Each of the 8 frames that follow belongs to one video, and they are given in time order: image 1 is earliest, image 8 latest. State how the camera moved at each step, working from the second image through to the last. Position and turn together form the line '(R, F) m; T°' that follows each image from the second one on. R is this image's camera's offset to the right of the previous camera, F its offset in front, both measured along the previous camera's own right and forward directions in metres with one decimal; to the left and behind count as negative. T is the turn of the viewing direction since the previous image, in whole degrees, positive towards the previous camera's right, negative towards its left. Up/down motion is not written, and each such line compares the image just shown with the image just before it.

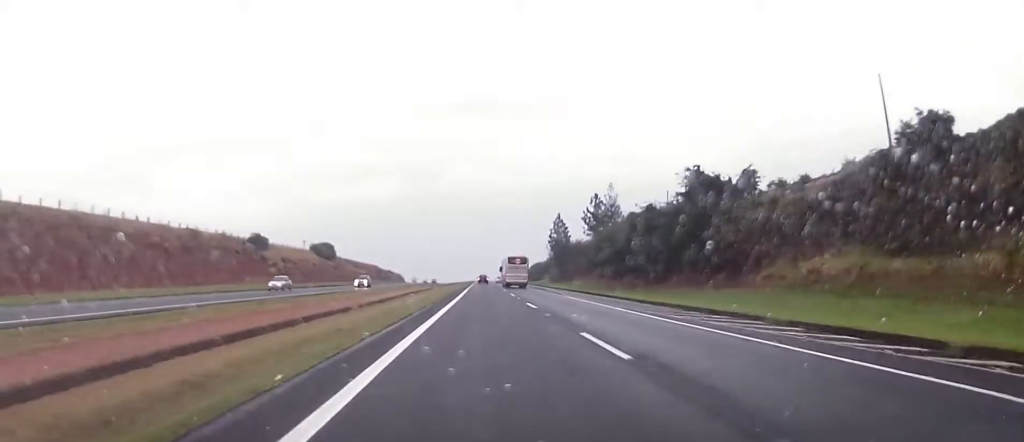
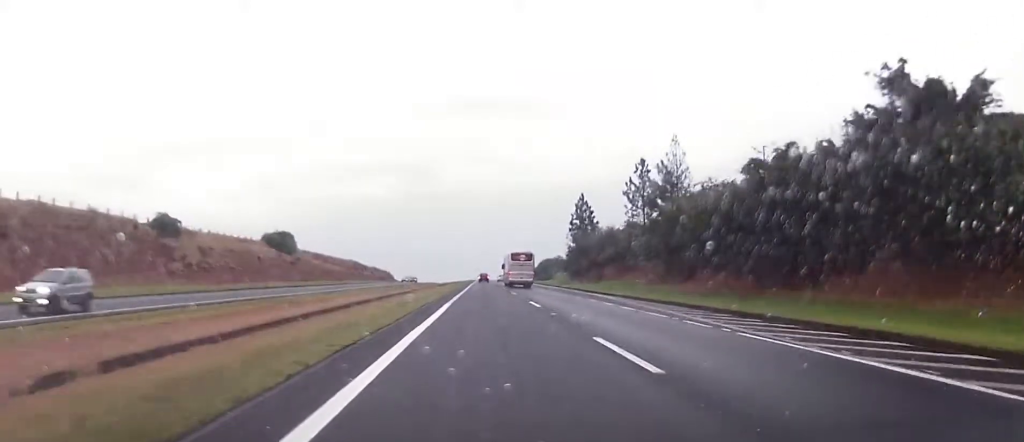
(+0.2, +39.5) m; +1°
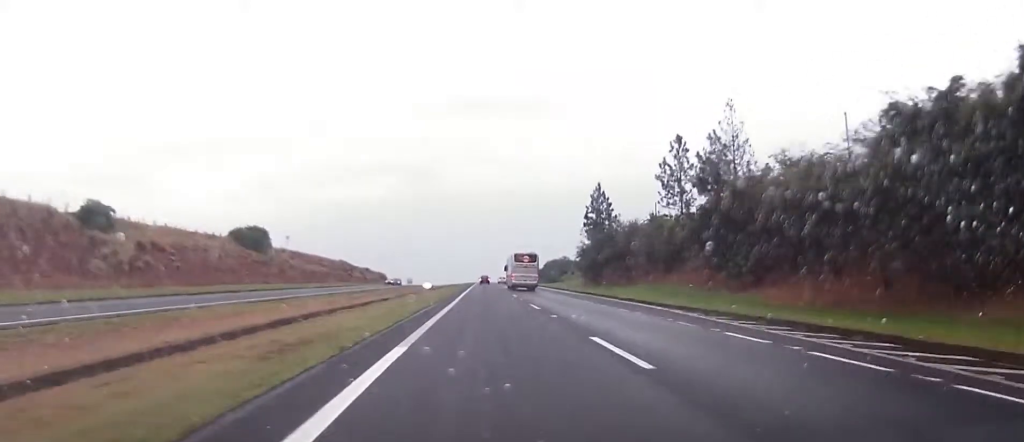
(+0.3, +18.8) m; 0°
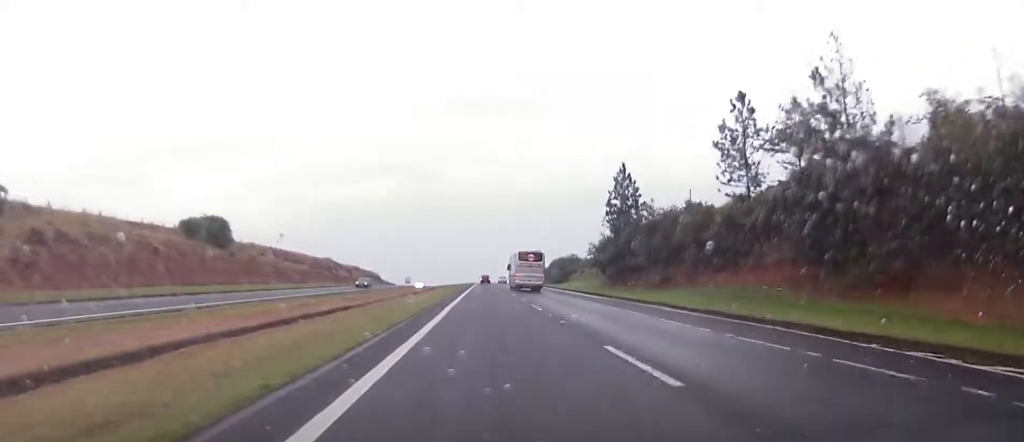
(-0.2, +22.7) m; 0°
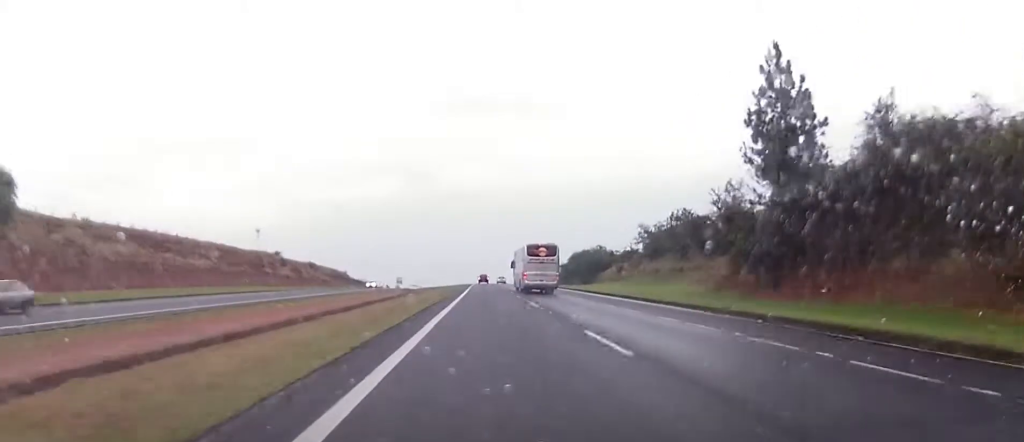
(-0.2, +55.8) m; 0°
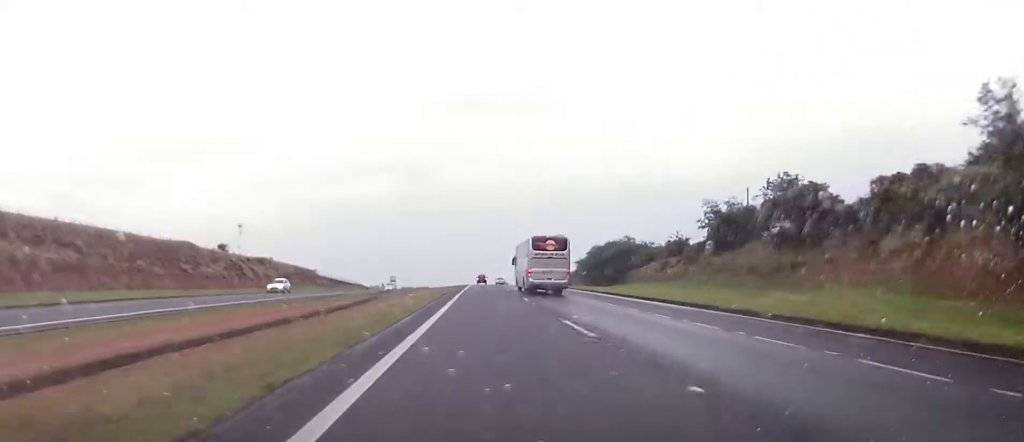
(0.0, +33.3) m; 0°
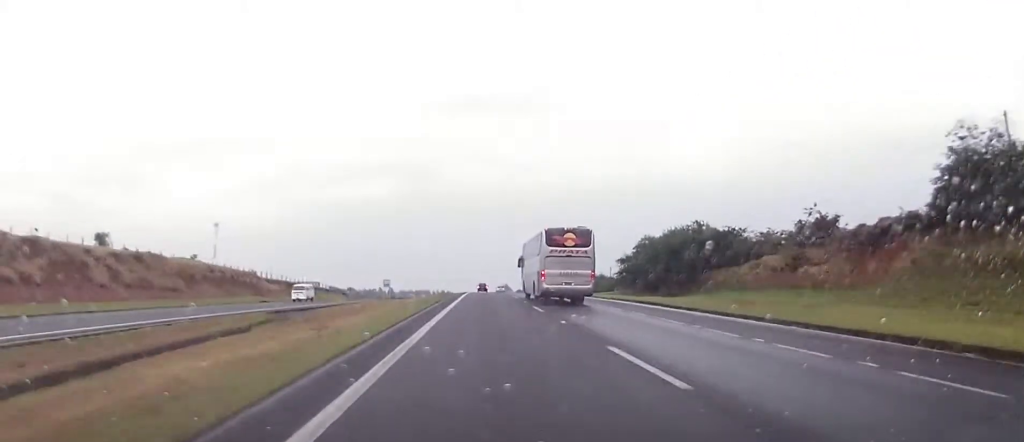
(0.0, +42.1) m; 0°
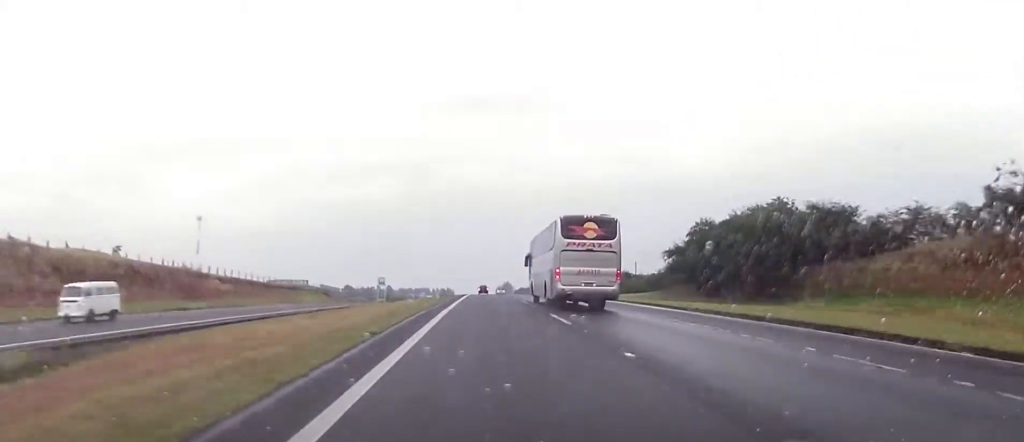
(0.0, +24.5) m; 0°
